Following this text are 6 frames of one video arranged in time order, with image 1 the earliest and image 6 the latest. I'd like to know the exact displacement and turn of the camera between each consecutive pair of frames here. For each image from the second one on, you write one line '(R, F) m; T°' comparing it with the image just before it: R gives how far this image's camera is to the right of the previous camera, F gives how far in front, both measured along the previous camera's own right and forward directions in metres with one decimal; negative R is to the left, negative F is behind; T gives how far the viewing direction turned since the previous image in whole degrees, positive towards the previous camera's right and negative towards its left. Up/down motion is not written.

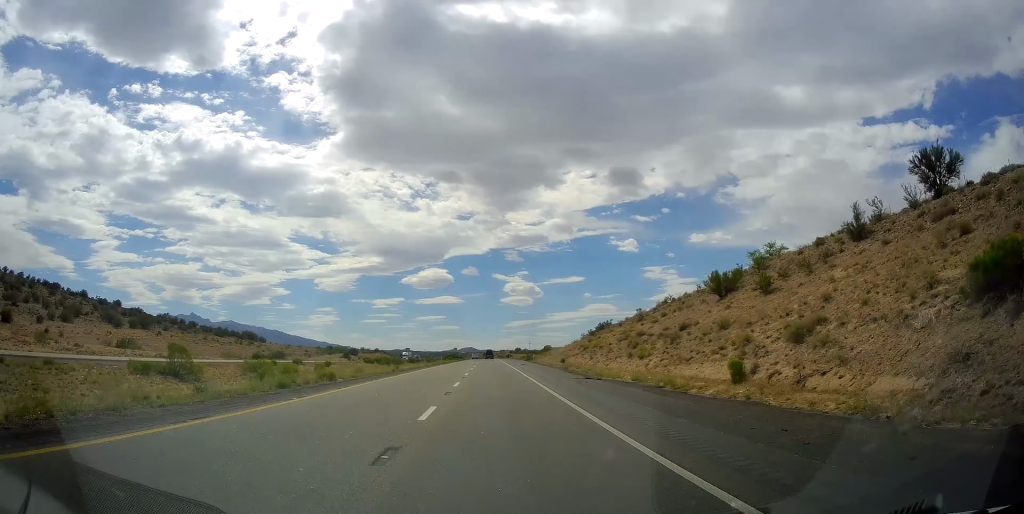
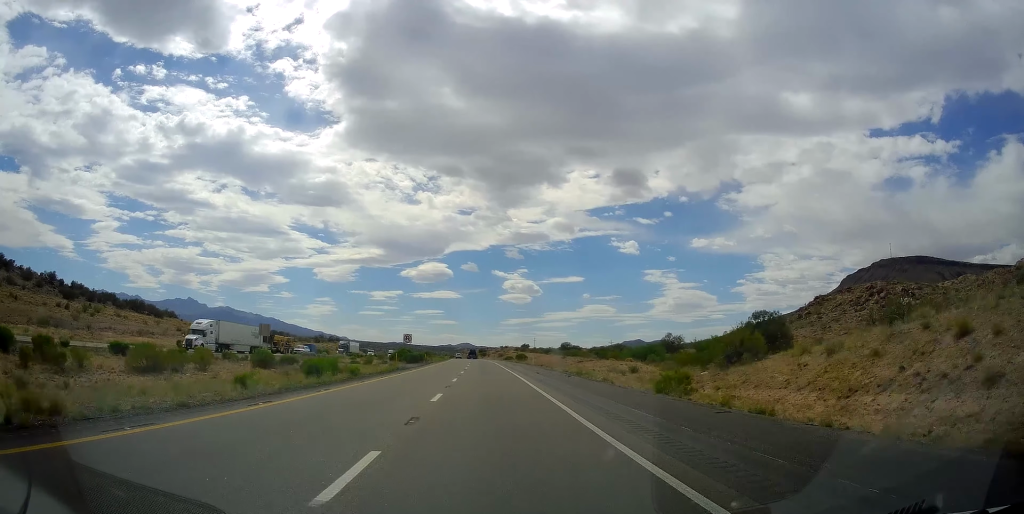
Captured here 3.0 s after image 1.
(+0.3, +104.4) m; 0°
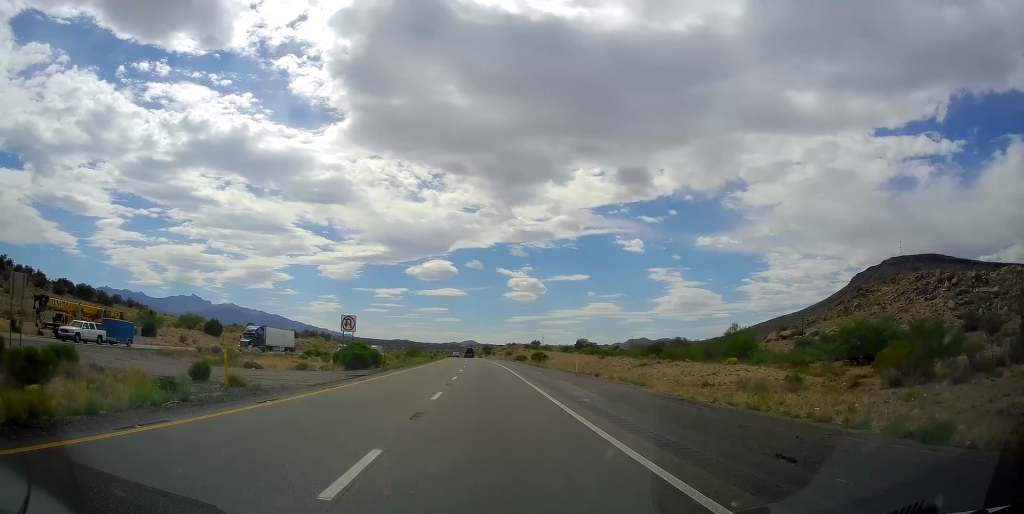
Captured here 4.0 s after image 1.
(-0.3, +36.3) m; -1°
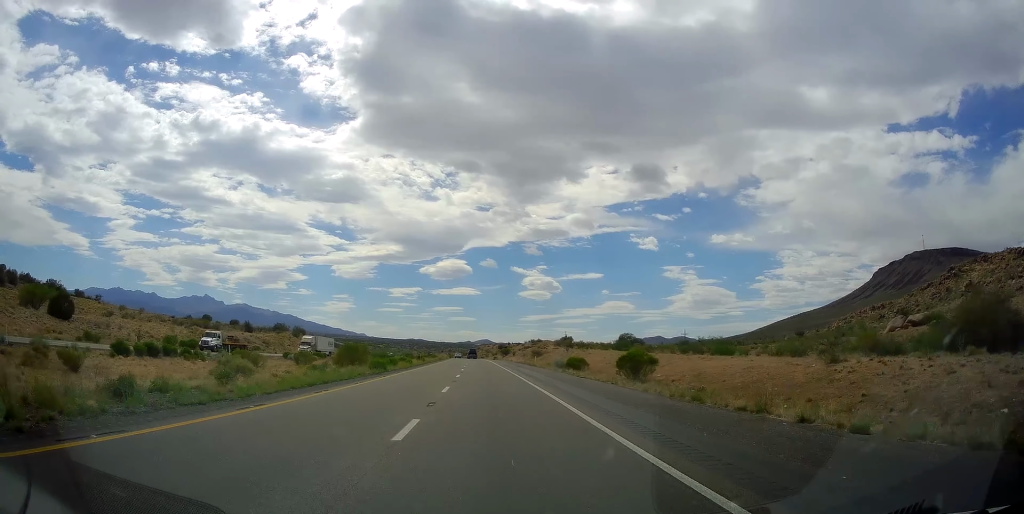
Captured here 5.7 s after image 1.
(-0.2, +57.3) m; -1°
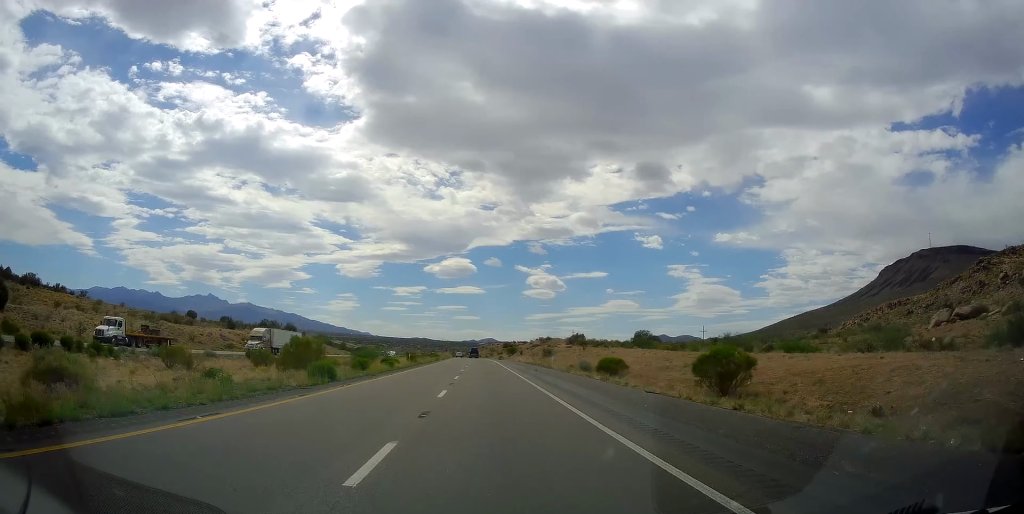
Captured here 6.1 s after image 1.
(-0.1, +15.2) m; 0°
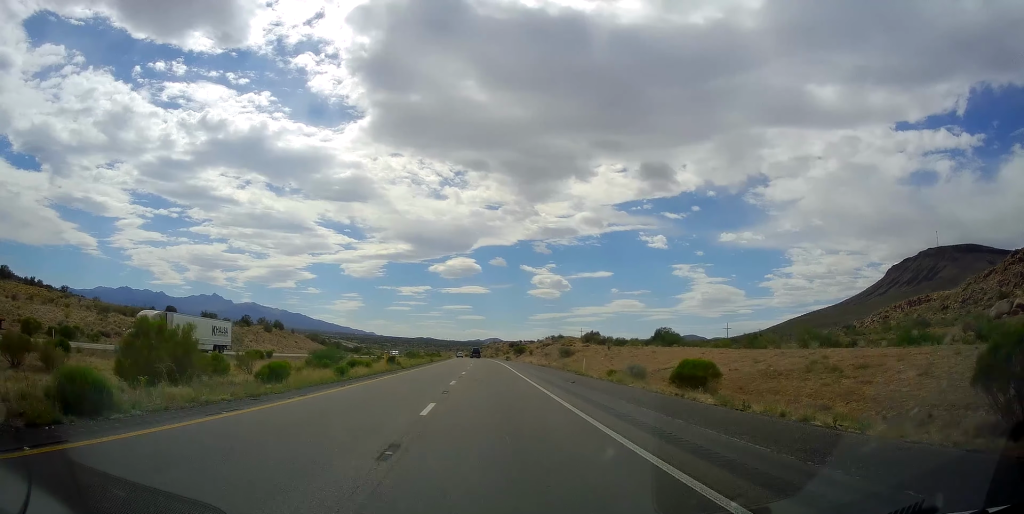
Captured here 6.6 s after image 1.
(-0.2, +17.5) m; 0°
